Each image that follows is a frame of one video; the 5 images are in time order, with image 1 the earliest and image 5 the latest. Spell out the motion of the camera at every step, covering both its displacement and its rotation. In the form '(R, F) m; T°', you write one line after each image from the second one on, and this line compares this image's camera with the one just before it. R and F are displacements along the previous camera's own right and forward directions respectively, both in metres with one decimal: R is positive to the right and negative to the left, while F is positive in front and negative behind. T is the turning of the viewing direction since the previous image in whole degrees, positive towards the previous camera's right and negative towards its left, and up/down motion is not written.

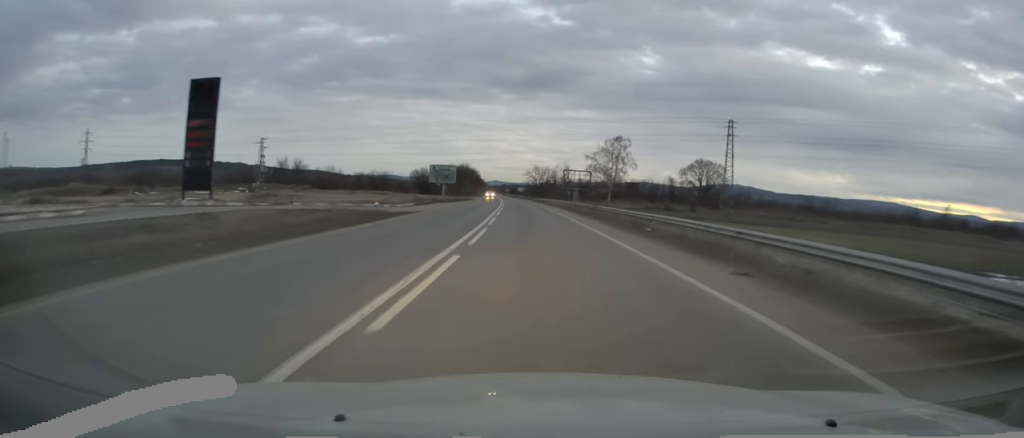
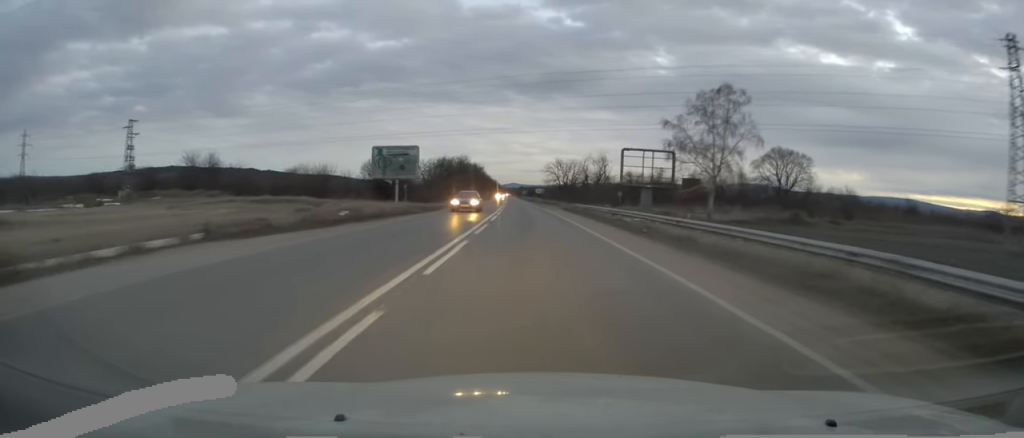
(-0.9, +48.5) m; -2°
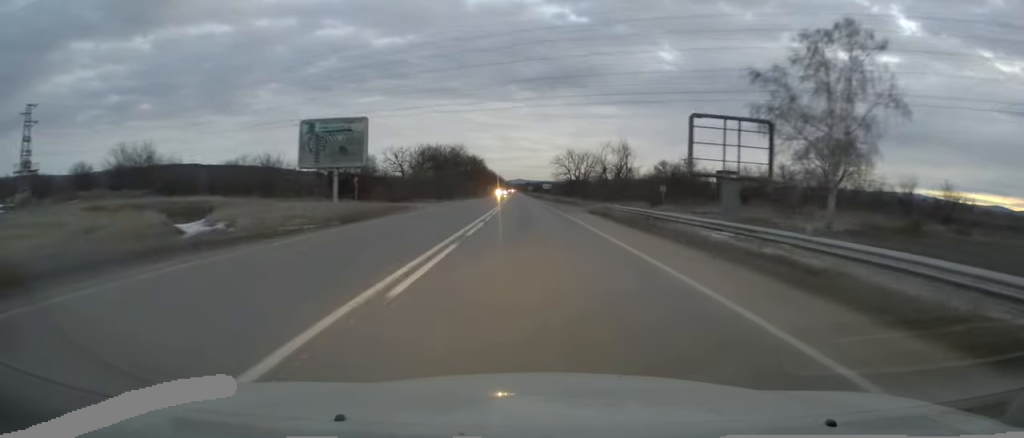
(-0.2, +20.3) m; -1°
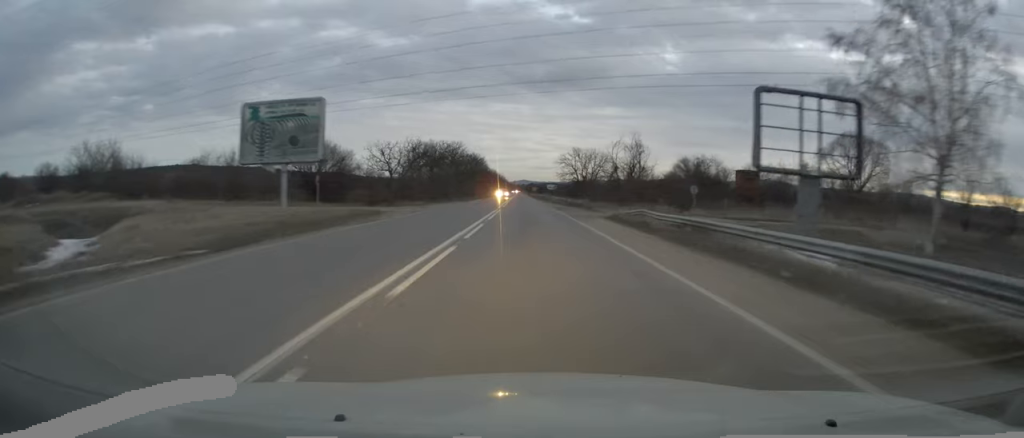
(-0.1, +8.9) m; 0°
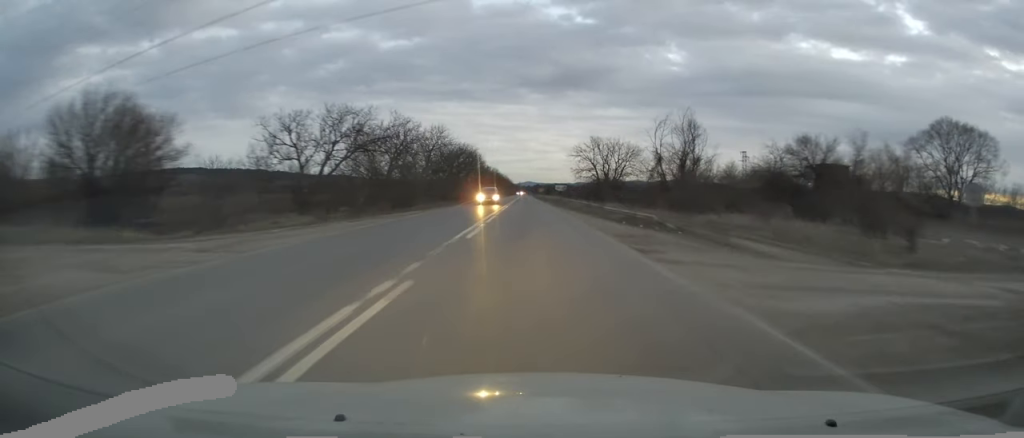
(0.0, +28.6) m; 0°
